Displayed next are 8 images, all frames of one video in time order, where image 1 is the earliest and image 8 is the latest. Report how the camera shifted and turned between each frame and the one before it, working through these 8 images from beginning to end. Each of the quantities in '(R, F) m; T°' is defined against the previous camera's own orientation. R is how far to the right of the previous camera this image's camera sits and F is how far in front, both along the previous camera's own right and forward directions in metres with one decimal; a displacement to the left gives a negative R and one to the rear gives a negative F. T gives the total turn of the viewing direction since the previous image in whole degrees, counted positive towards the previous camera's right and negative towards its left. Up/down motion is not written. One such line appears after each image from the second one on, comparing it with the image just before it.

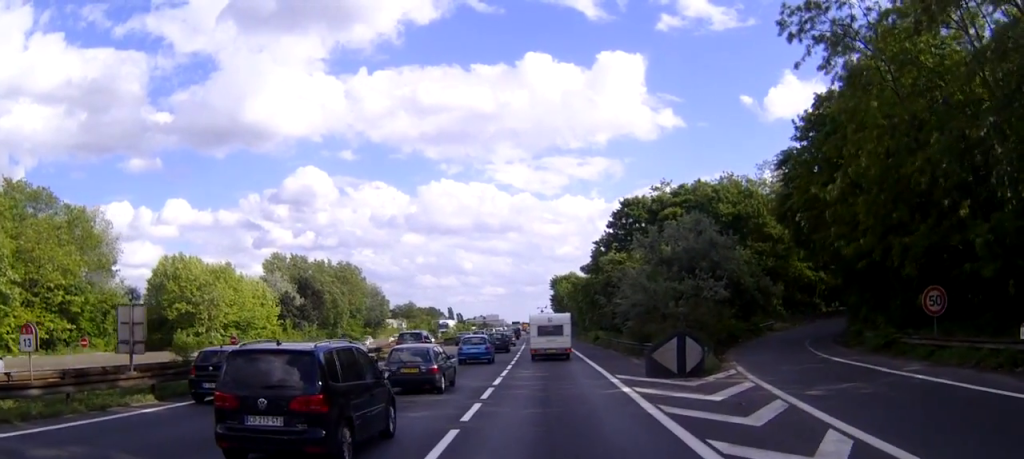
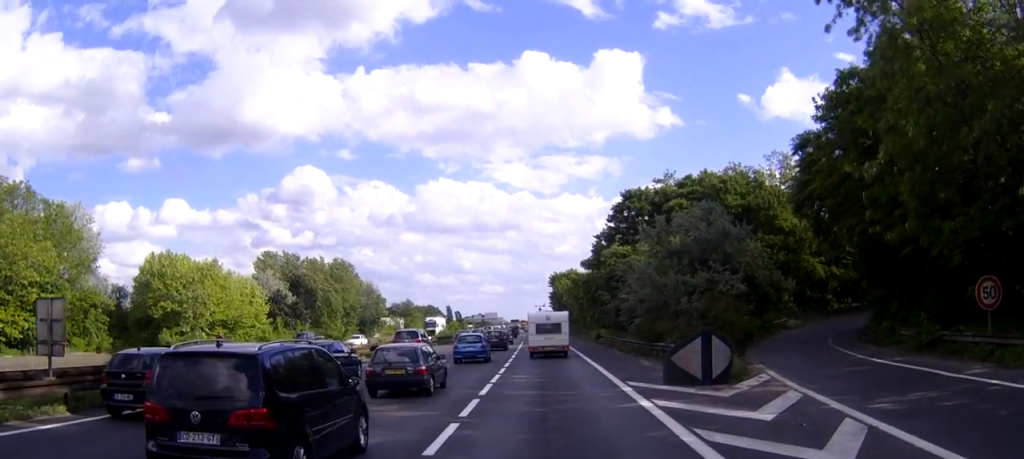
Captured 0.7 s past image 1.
(0.0, +4.2) m; +1°
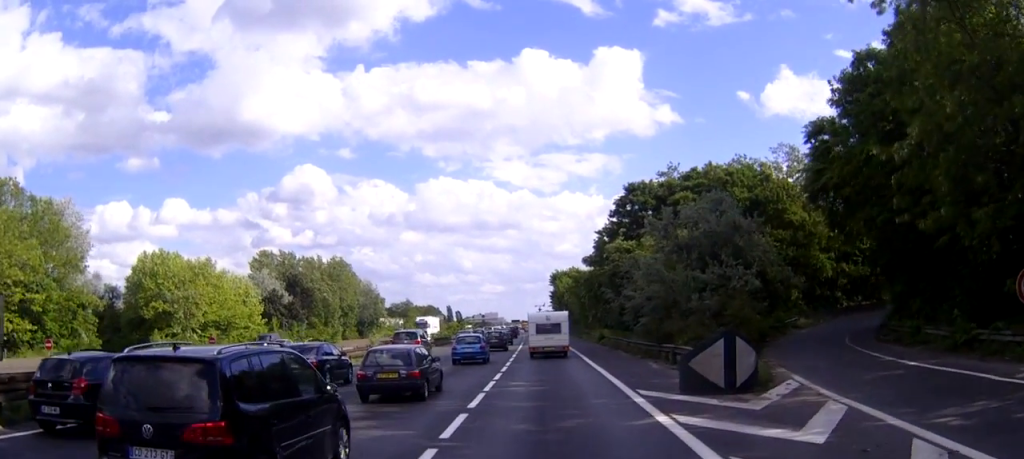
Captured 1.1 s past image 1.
(0.0, +2.6) m; 0°
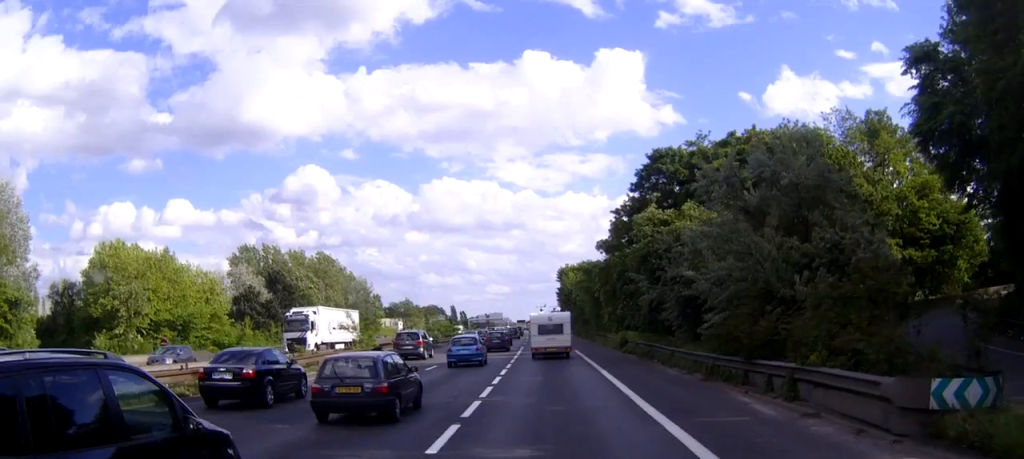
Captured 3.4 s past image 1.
(0.0, +14.0) m; 0°
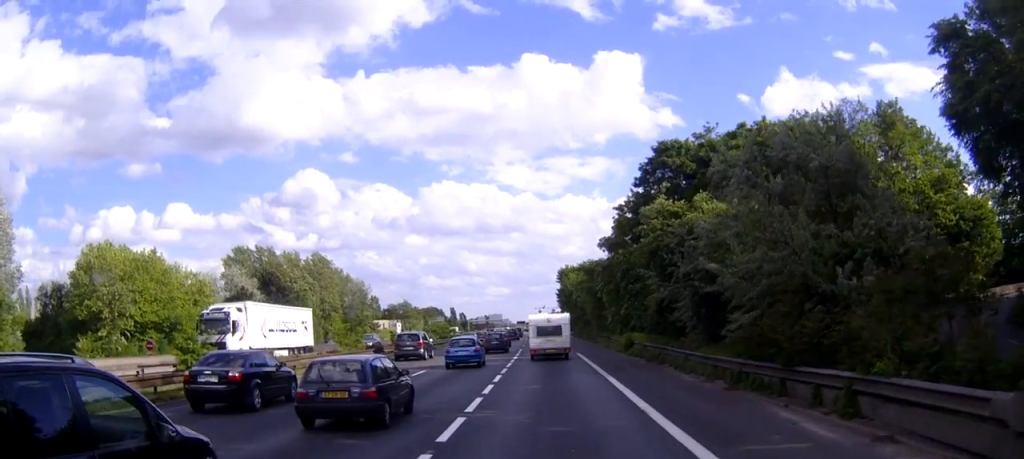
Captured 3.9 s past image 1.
(+0.1, +3.1) m; 0°
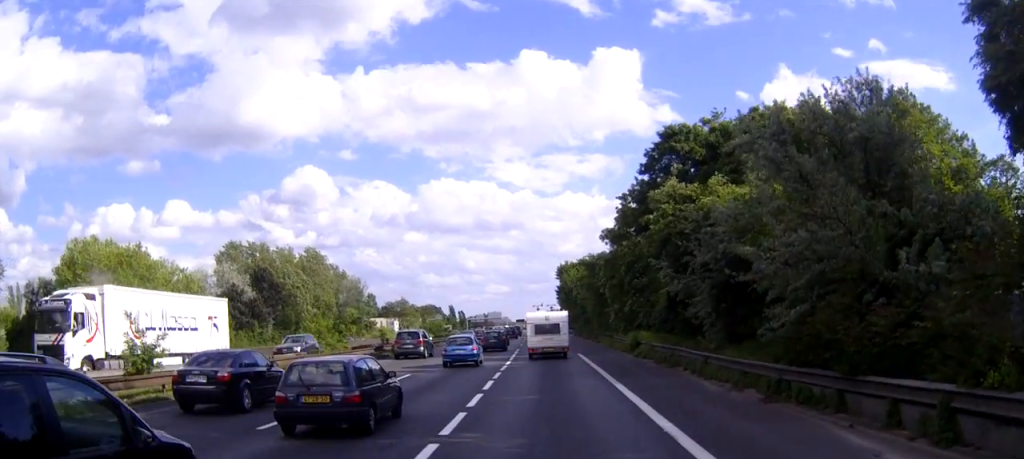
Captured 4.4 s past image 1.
(0.0, +3.4) m; 0°
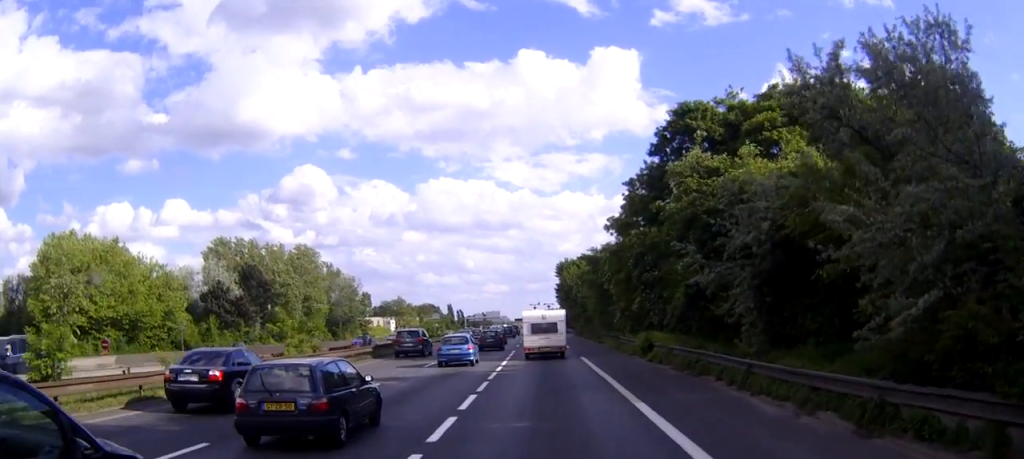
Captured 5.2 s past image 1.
(-0.1, +5.1) m; 0°
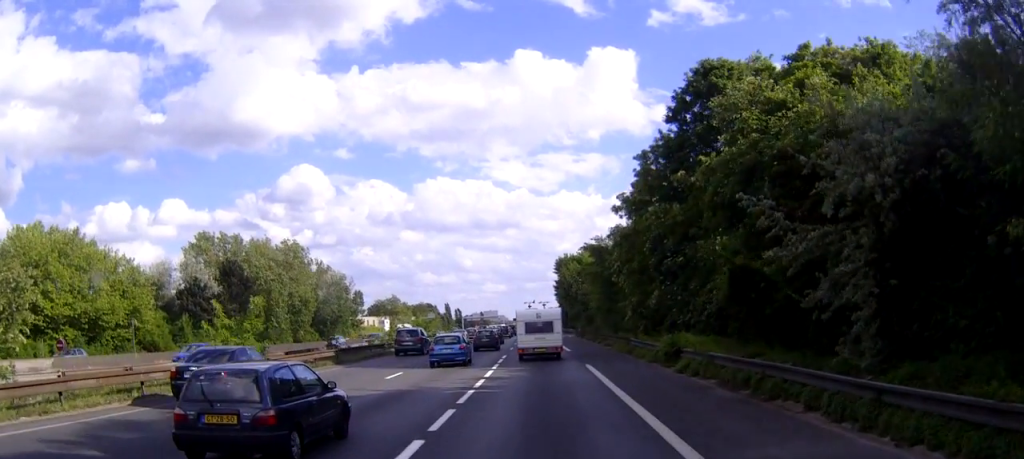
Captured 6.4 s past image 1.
(+0.1, +7.6) m; +1°
